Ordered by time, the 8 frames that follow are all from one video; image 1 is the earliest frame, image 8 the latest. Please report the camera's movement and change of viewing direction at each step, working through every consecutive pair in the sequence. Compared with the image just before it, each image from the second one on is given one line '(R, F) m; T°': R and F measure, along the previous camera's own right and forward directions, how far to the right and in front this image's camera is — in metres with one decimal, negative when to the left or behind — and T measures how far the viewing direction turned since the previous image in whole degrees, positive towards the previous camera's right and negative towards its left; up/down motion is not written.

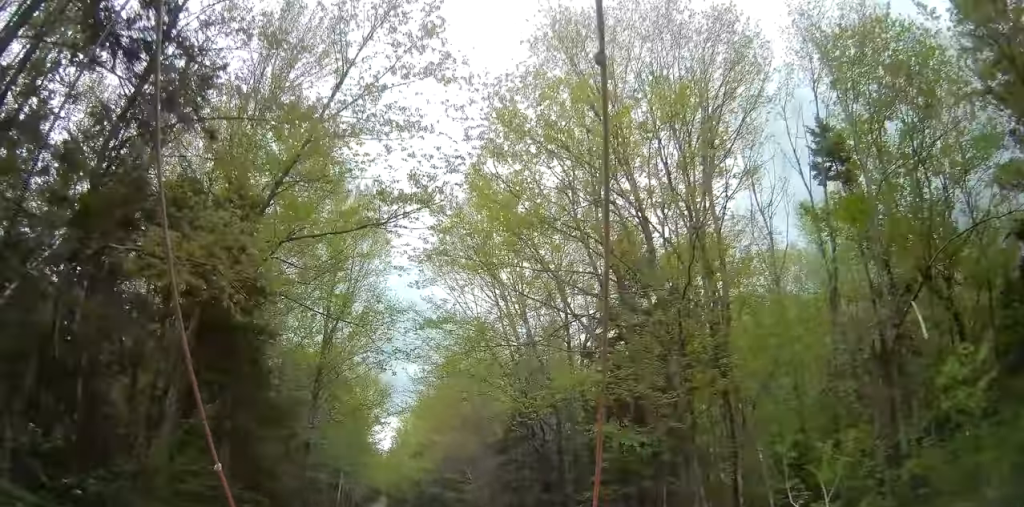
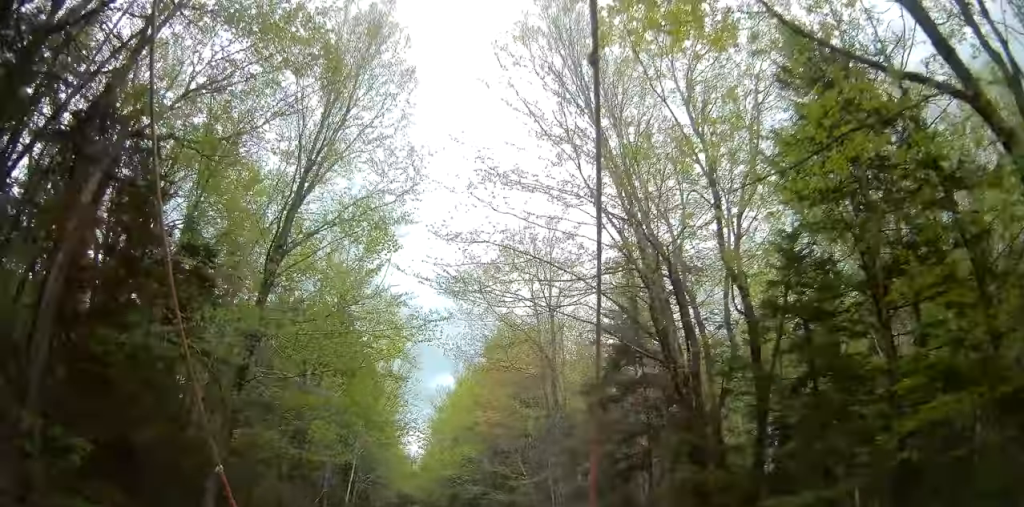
(-0.7, +12.2) m; -5°
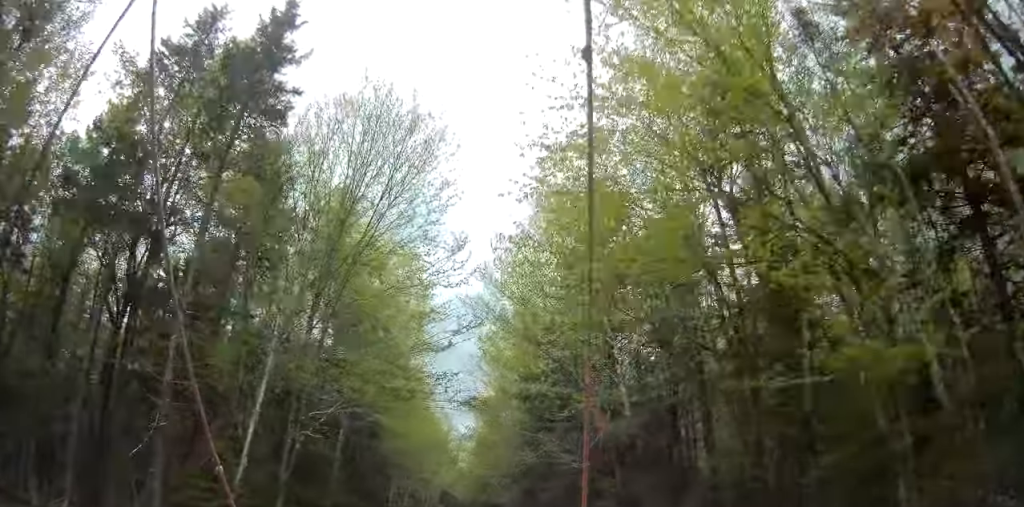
(-1.5, +27.5) m; -4°
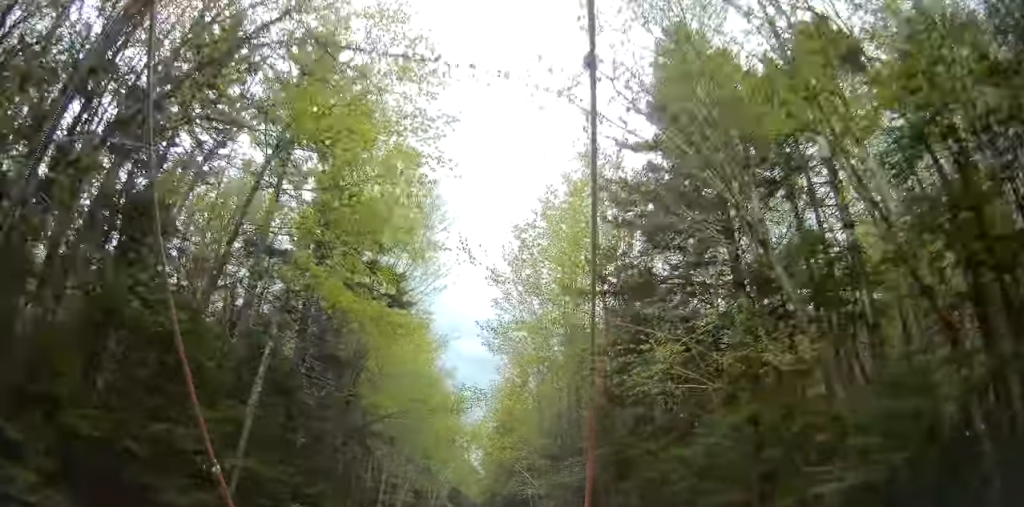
(-0.2, +12.5) m; -1°
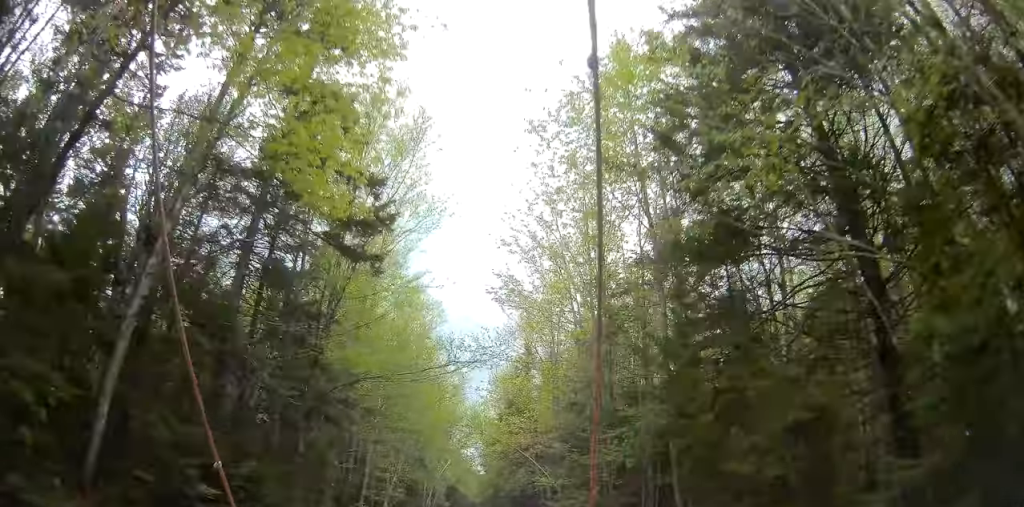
(-0.2, +5.8) m; +1°
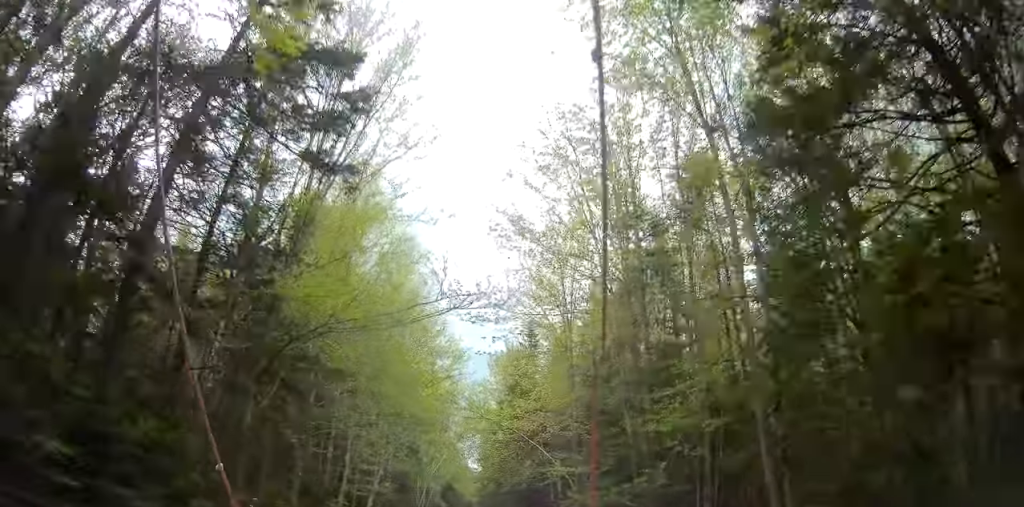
(+0.1, +4.4) m; +1°
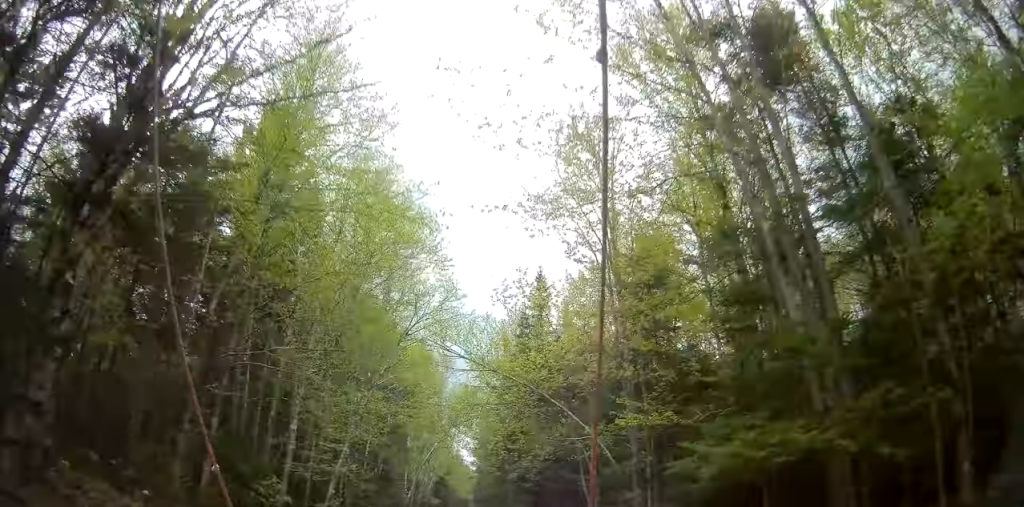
(+0.4, +7.7) m; +1°
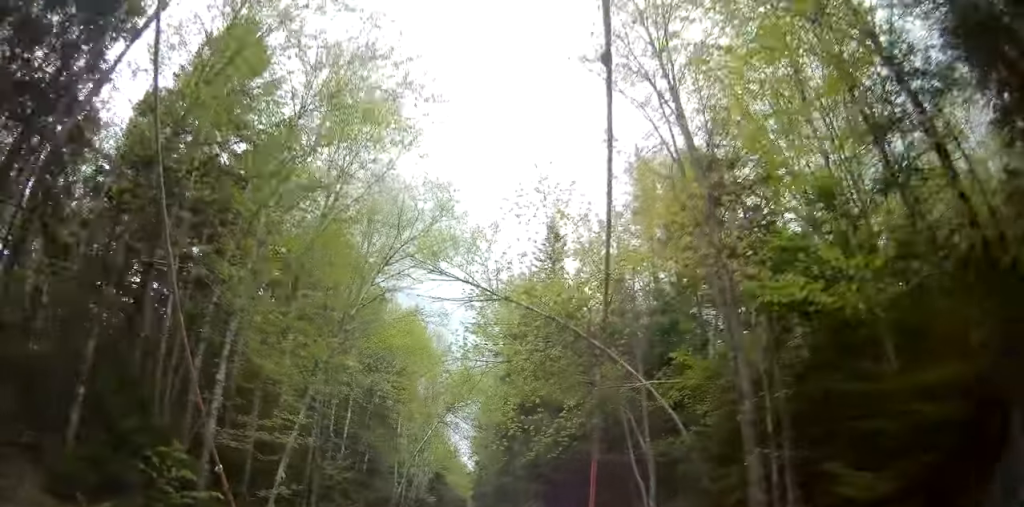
(-0.1, +5.6) m; -2°
